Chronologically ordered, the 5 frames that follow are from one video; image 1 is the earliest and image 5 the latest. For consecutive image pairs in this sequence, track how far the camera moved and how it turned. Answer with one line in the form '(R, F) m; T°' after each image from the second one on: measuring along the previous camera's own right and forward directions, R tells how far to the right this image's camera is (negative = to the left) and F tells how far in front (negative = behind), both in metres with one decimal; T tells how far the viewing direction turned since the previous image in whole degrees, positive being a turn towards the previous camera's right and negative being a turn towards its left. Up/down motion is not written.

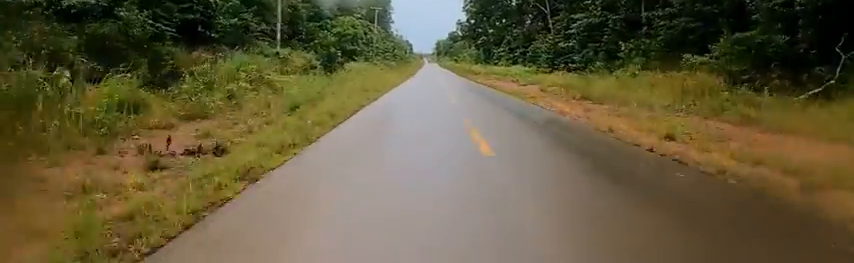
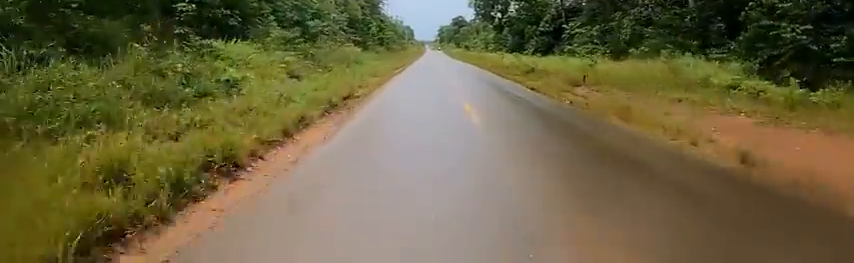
(+0.6, +39.2) m; +2°
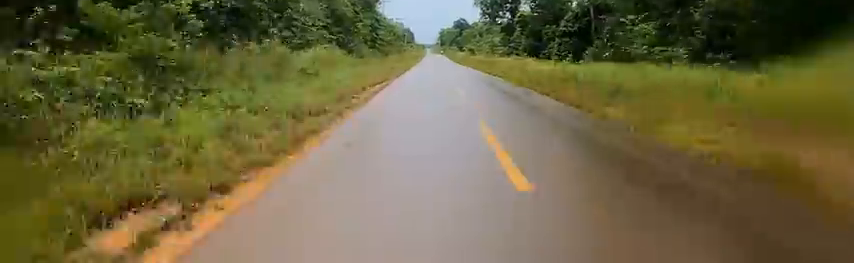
(0.0, +11.3) m; 0°
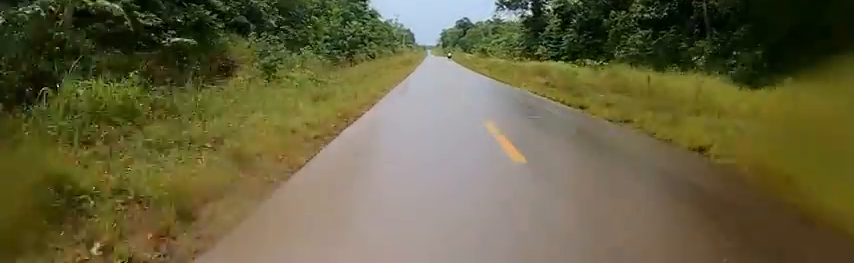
(0.0, +23.3) m; 0°
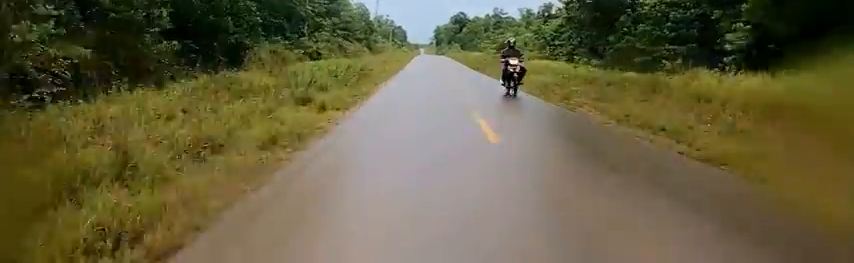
(0.0, +31.2) m; 0°
